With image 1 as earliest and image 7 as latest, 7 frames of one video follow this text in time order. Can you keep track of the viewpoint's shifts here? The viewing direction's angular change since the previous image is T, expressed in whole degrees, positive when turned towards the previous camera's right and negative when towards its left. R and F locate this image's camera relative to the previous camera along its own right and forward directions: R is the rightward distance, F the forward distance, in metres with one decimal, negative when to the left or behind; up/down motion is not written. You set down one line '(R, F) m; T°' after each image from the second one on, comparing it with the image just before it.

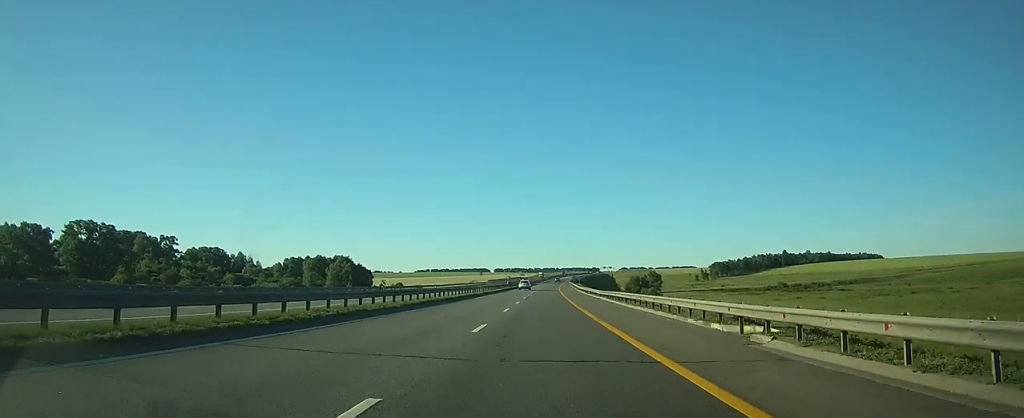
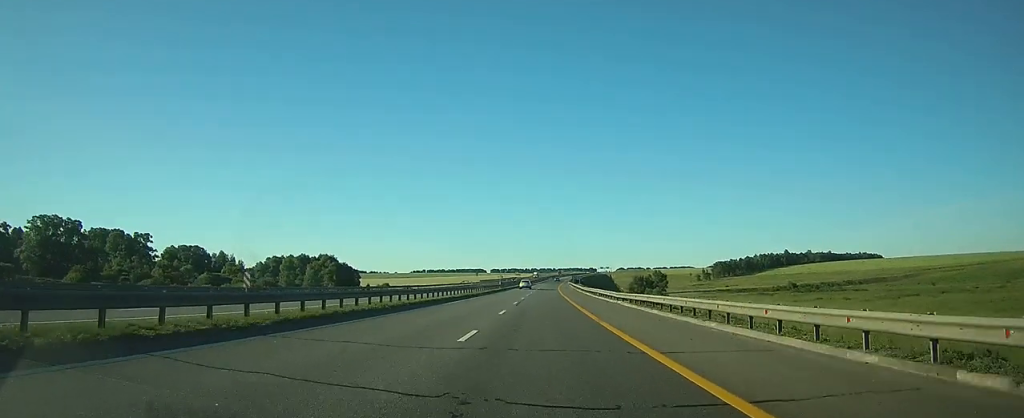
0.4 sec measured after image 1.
(0.0, +14.4) m; 0°
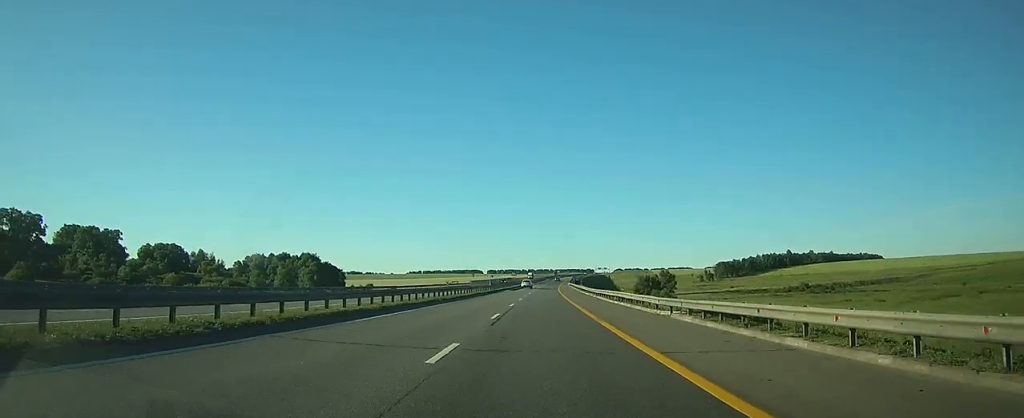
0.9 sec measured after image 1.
(0.0, +15.6) m; 0°
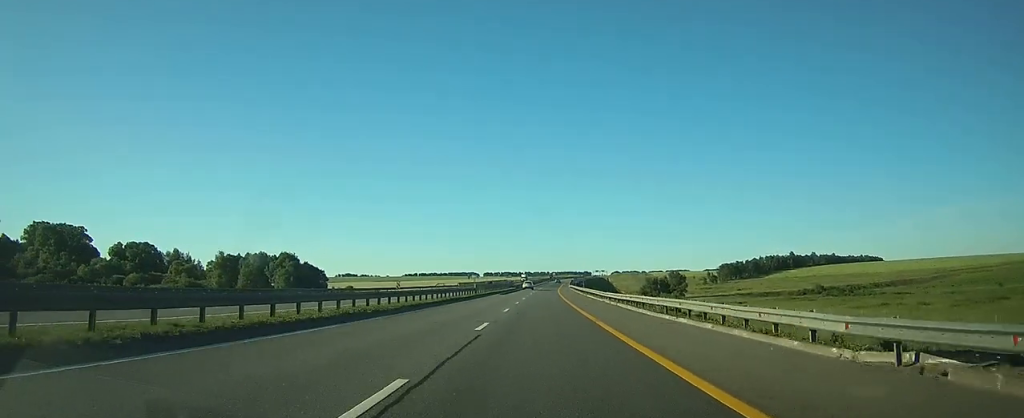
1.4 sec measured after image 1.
(0.0, +16.7) m; 0°
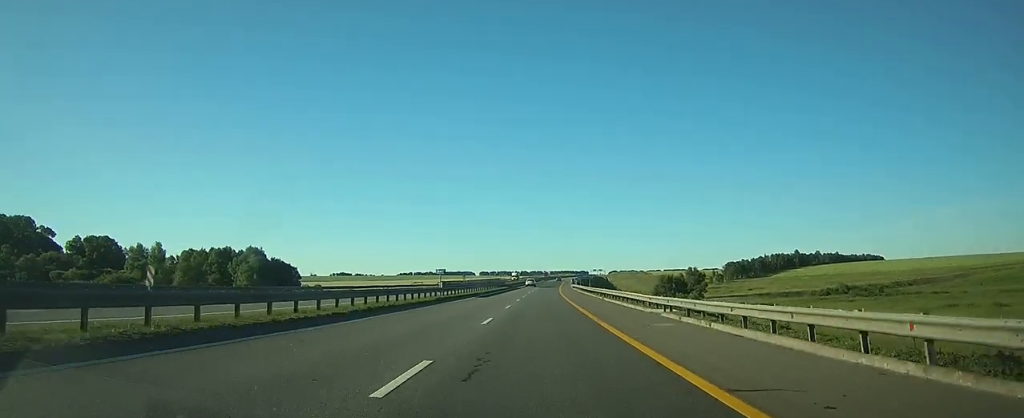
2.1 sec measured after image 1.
(+0.2, +22.3) m; +1°
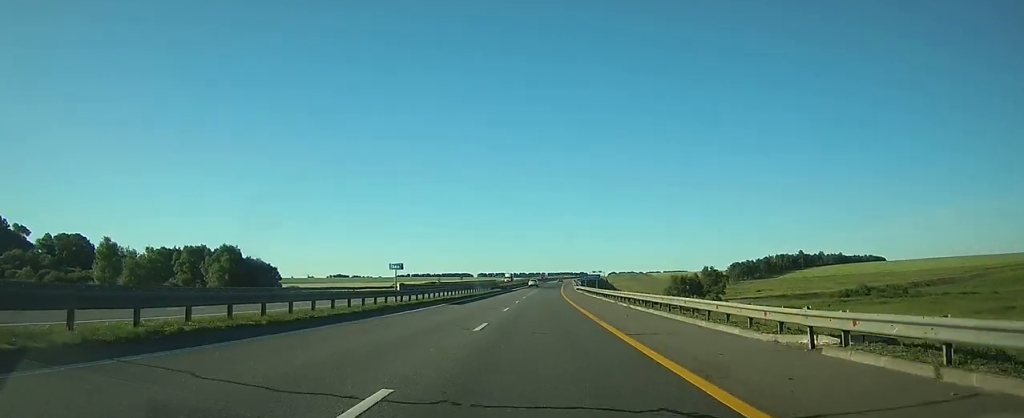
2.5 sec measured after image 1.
(0.0, +14.5) m; 0°
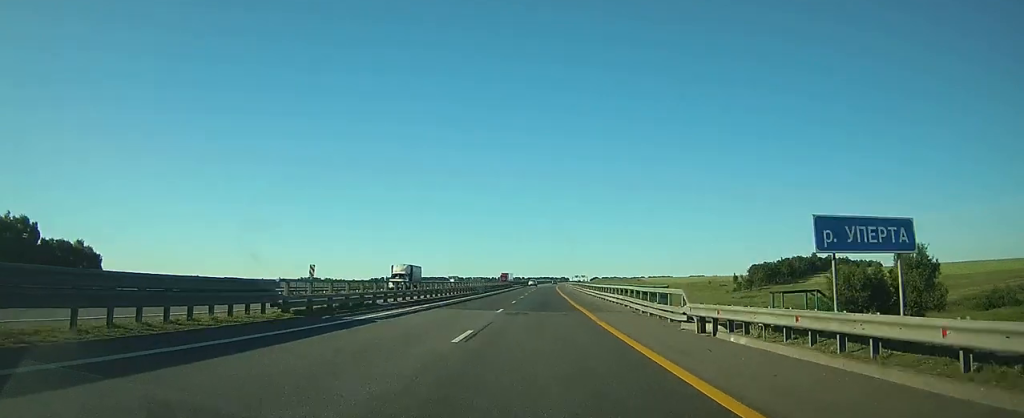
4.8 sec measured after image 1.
(+0.9, +75.4) m; +2°
